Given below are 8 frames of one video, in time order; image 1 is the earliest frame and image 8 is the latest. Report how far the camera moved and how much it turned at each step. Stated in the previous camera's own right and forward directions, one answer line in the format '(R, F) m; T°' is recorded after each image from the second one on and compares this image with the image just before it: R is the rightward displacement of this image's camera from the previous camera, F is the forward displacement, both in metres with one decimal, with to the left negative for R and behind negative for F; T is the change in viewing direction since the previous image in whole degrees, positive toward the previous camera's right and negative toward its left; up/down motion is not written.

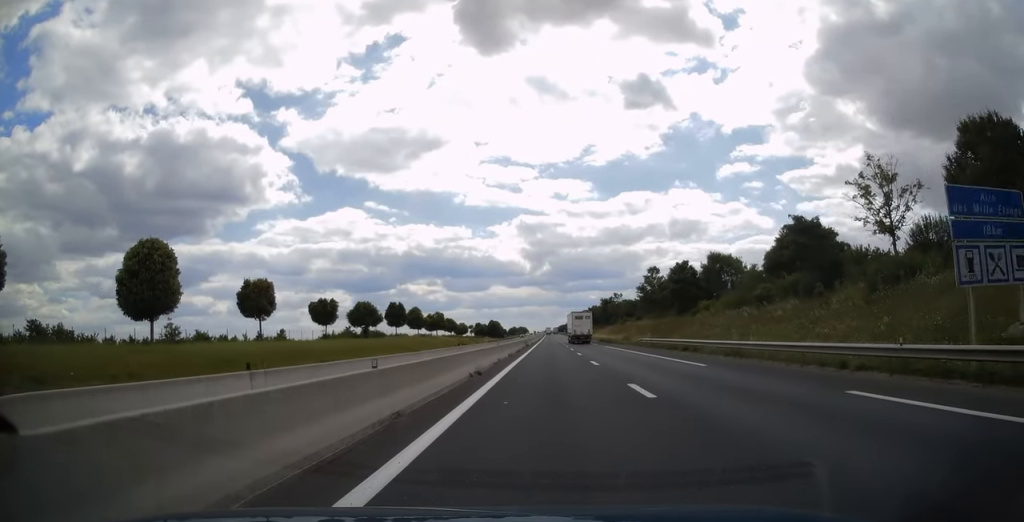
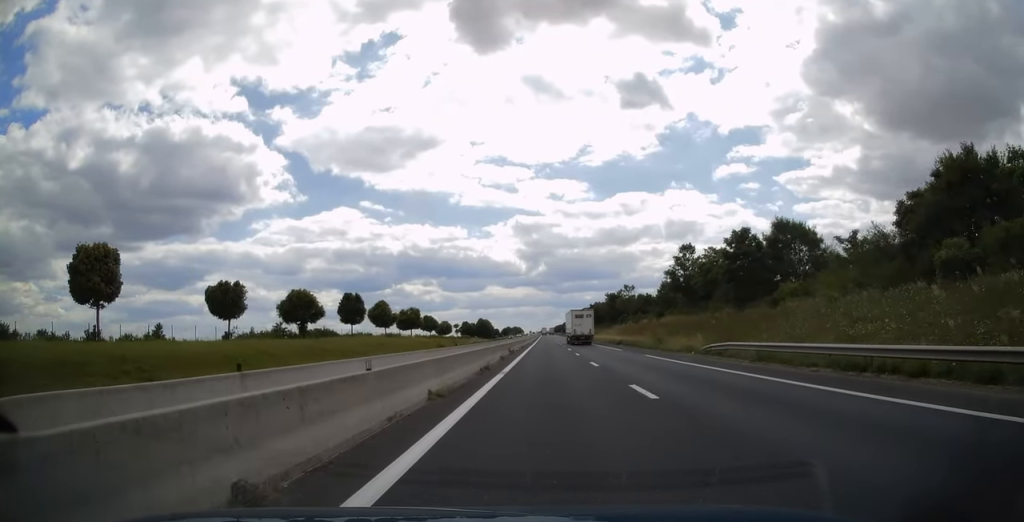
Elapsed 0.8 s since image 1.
(-0.1, +26.0) m; +1°
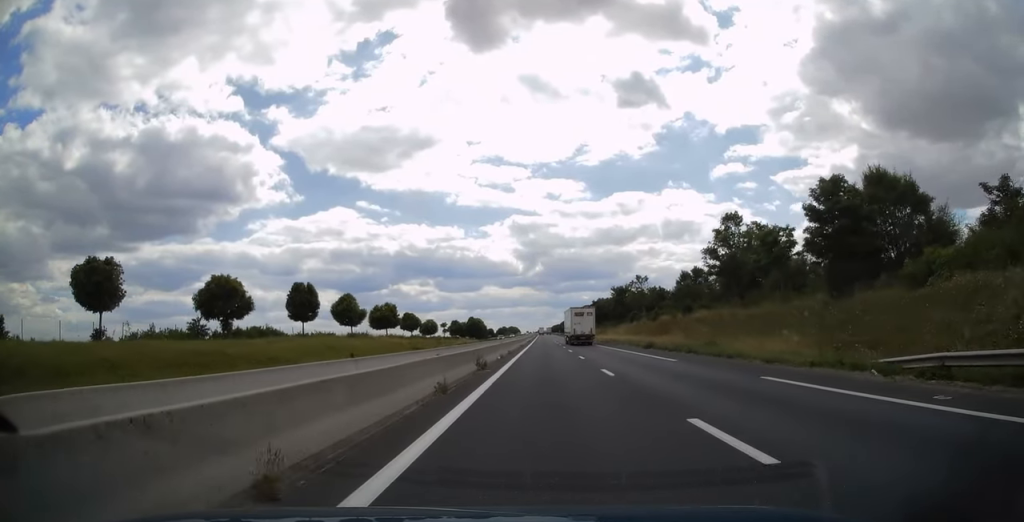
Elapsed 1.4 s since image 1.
(+0.3, +19.1) m; 0°
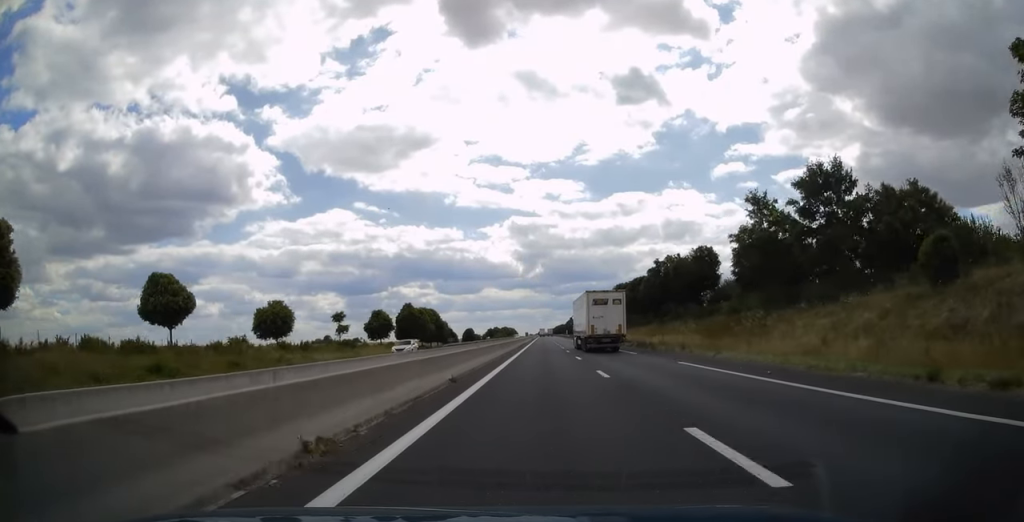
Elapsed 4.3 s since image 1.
(0.0, +90.9) m; 0°
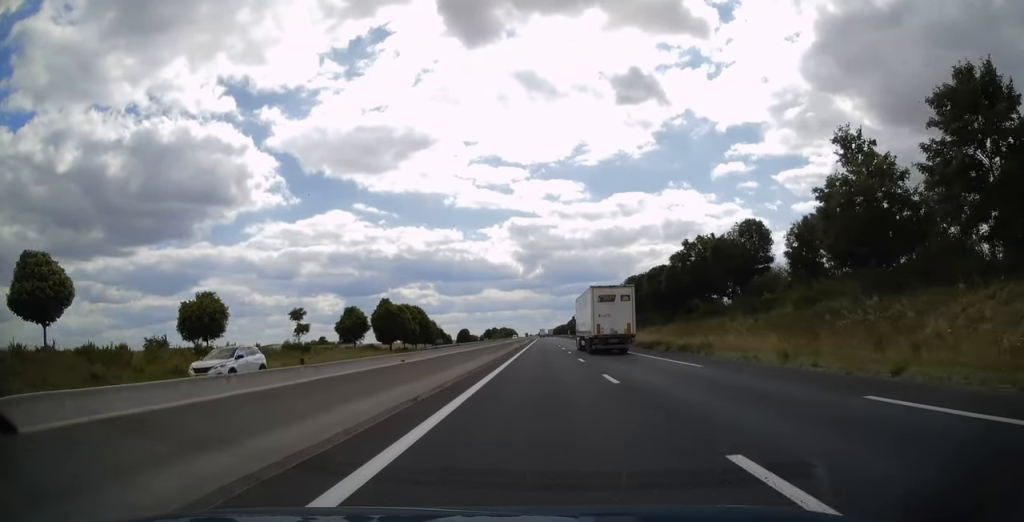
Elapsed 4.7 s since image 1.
(-0.2, +14.9) m; 0°
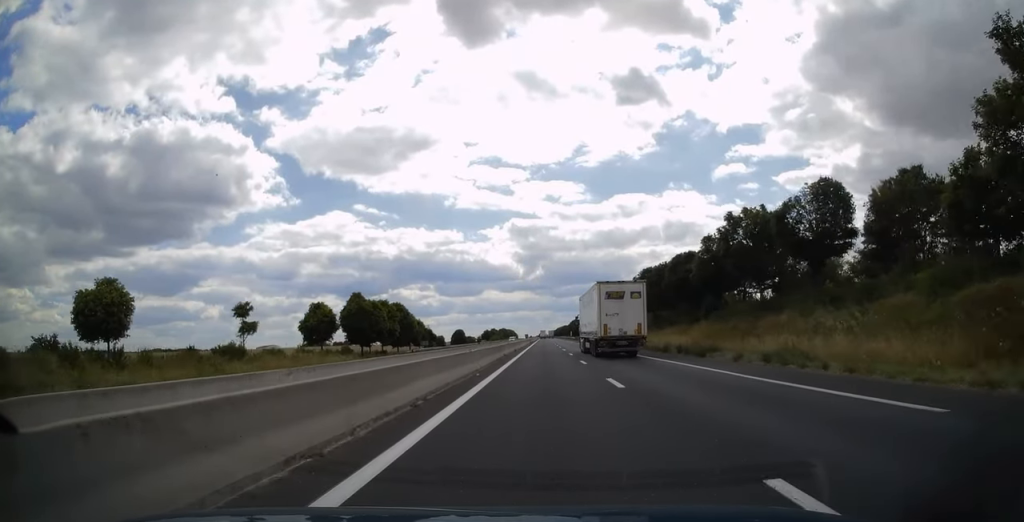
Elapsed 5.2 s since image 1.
(+0.1, +13.9) m; 0°
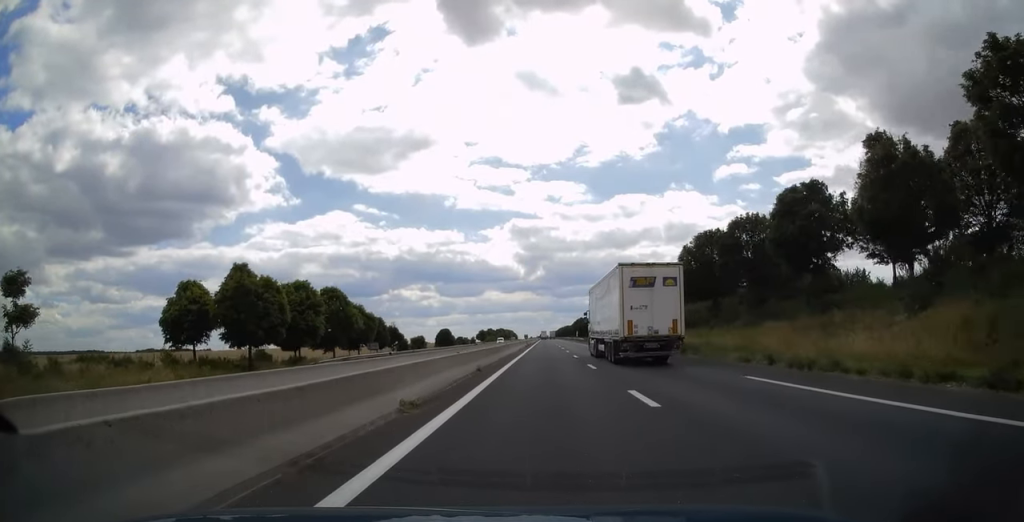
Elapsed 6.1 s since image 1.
(+0.2, +29.8) m; 0°
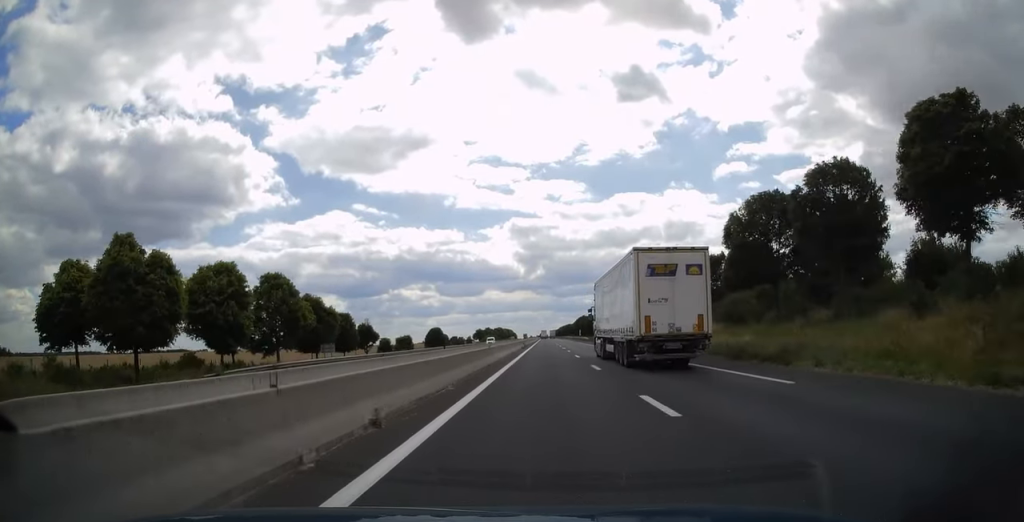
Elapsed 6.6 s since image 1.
(-0.2, +14.4) m; 0°
